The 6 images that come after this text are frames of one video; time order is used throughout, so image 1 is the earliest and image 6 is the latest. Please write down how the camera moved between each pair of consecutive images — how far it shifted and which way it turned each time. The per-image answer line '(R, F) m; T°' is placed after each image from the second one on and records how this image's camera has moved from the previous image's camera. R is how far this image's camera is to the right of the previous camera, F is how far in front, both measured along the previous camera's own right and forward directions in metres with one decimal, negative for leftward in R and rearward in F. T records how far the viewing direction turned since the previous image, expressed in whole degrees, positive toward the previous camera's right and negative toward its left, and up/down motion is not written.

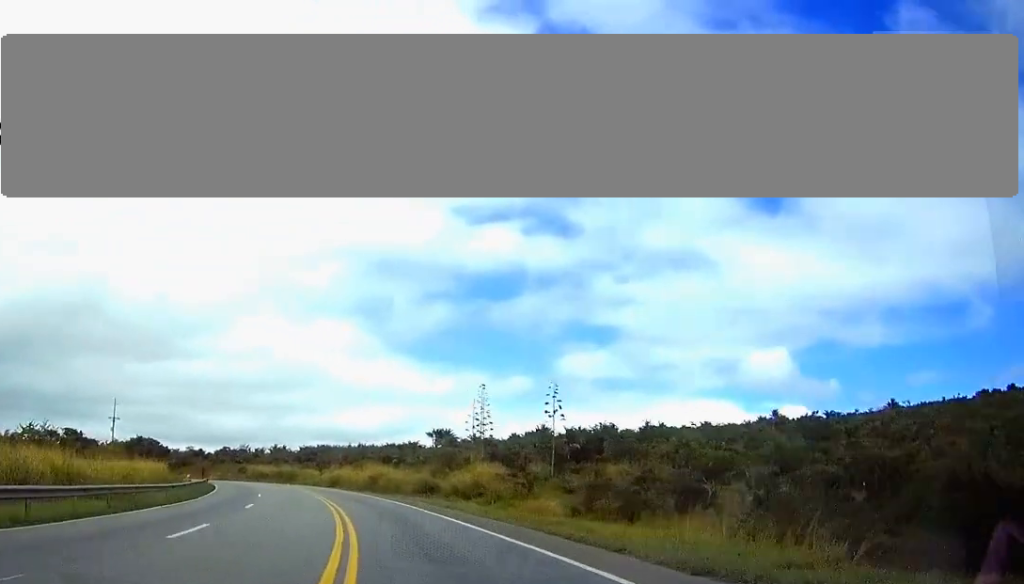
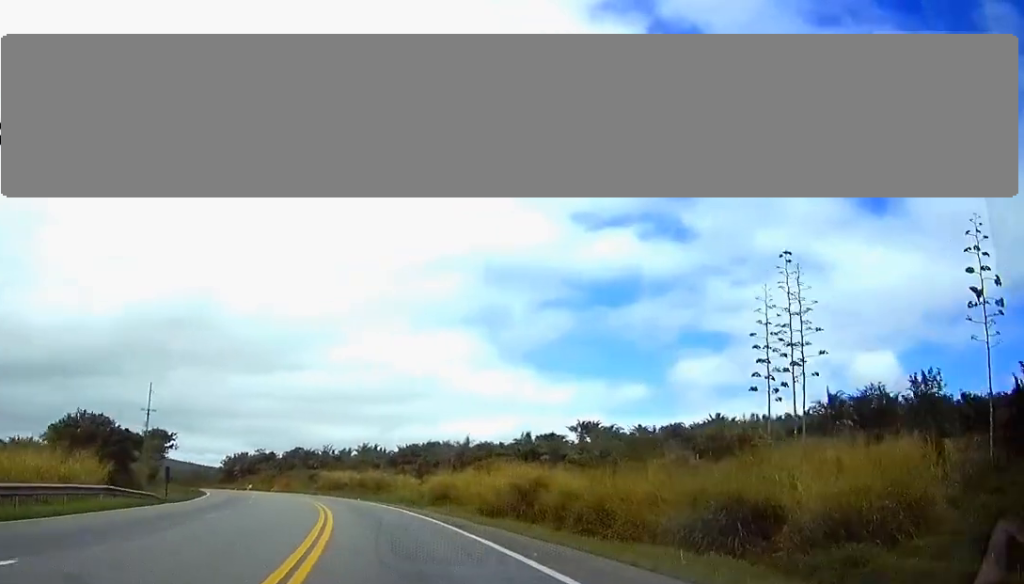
(-3.3, +44.6) m; -9°
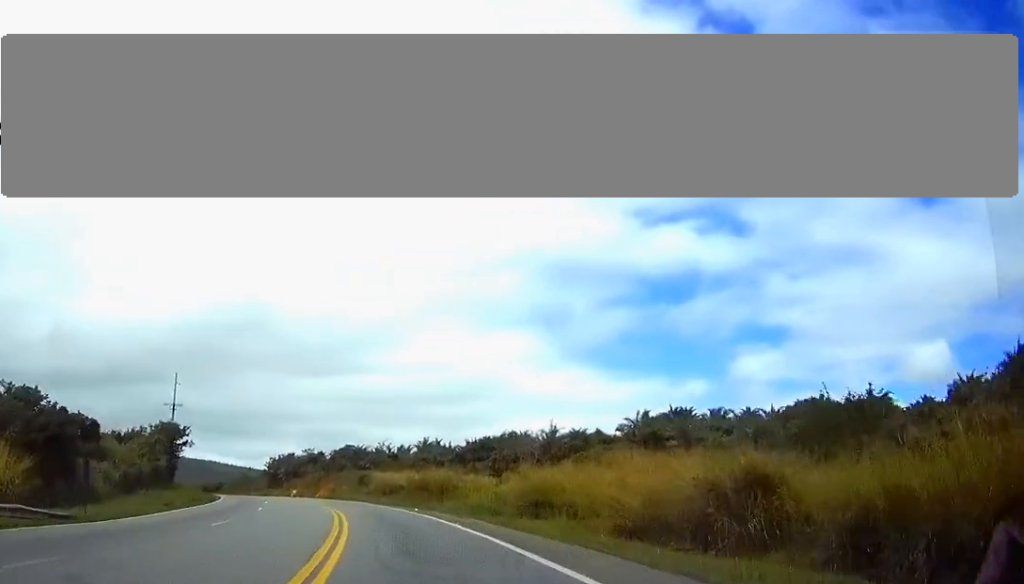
(-0.3, +18.2) m; -3°
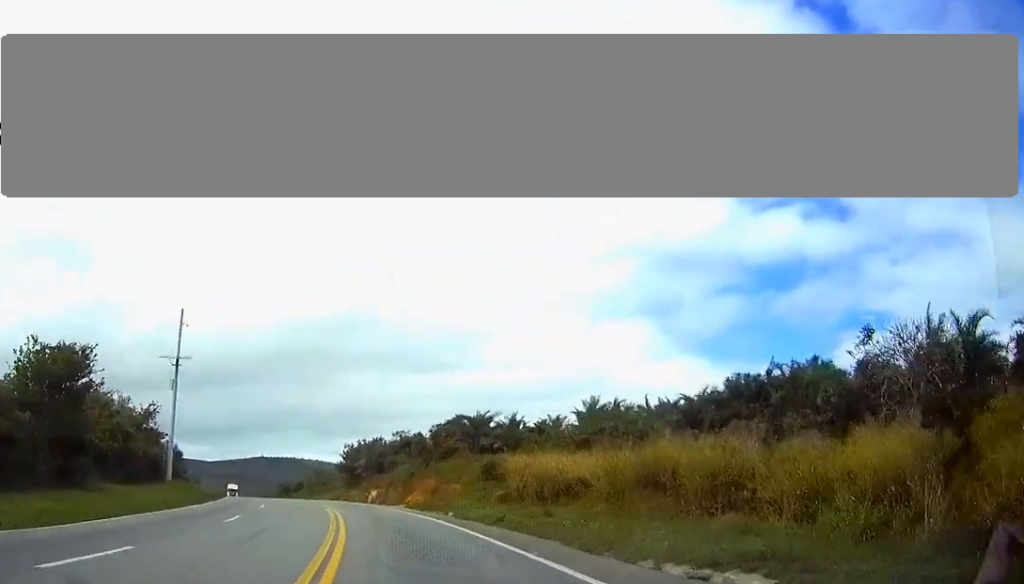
(-3.5, +44.3) m; -8°
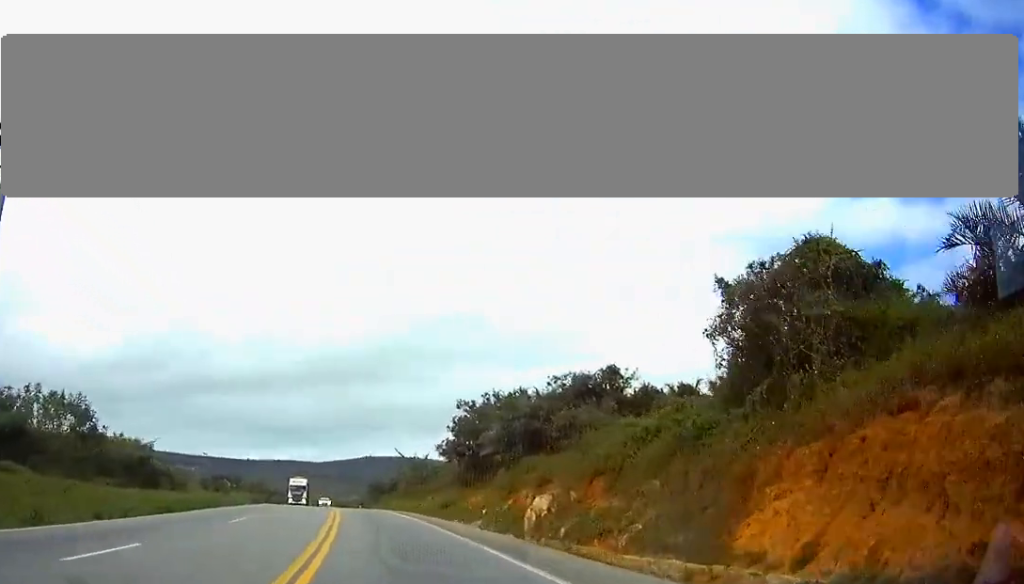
(-4.5, +48.1) m; -10°
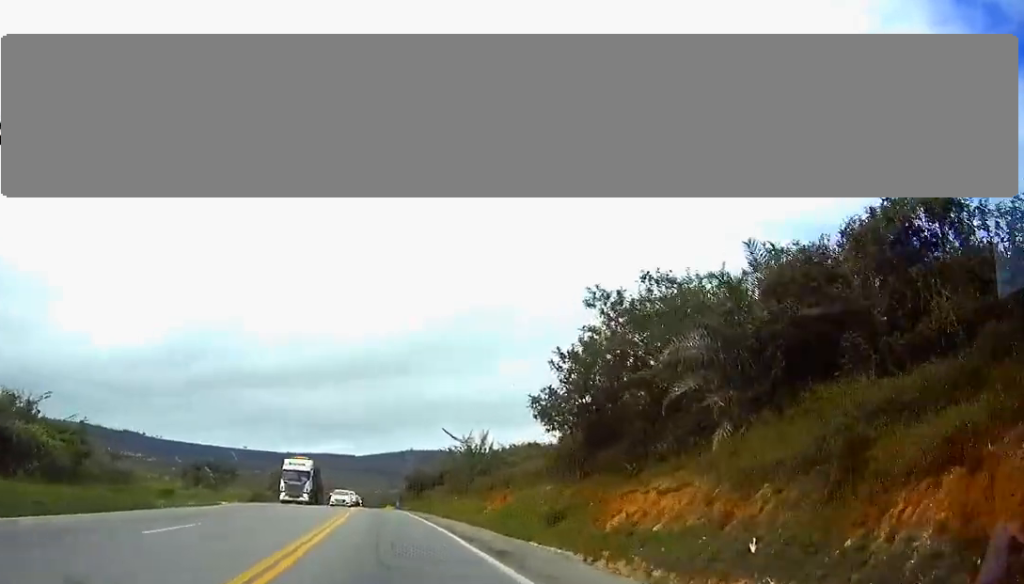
(-0.6, +27.2) m; -1°
